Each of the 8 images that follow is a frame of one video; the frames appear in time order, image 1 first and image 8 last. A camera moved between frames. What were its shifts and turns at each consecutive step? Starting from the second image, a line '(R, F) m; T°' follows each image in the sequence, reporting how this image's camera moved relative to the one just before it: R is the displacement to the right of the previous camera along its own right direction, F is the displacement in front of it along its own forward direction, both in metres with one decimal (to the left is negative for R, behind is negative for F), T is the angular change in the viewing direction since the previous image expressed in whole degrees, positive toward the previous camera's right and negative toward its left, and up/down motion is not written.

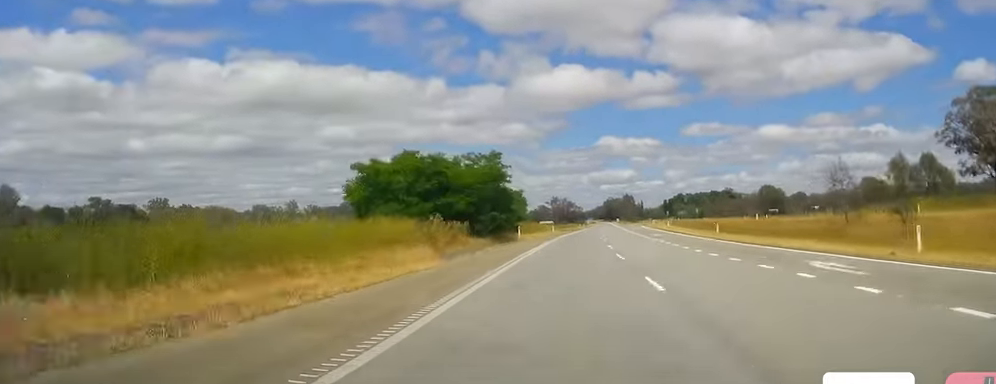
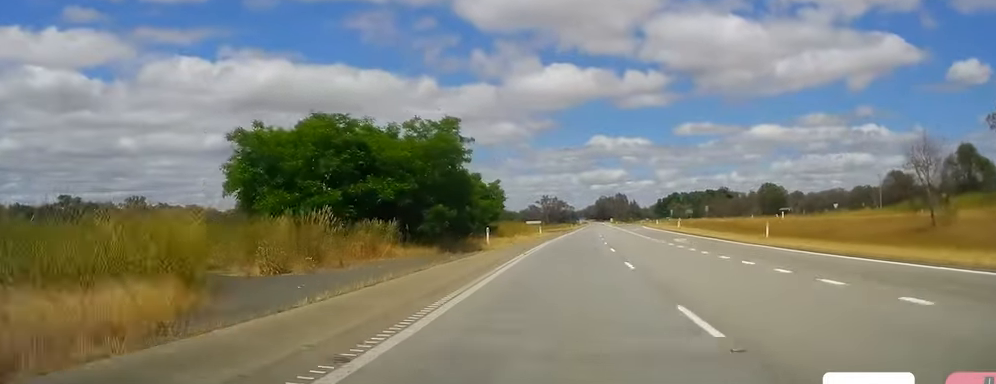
(0.0, +17.3) m; 0°
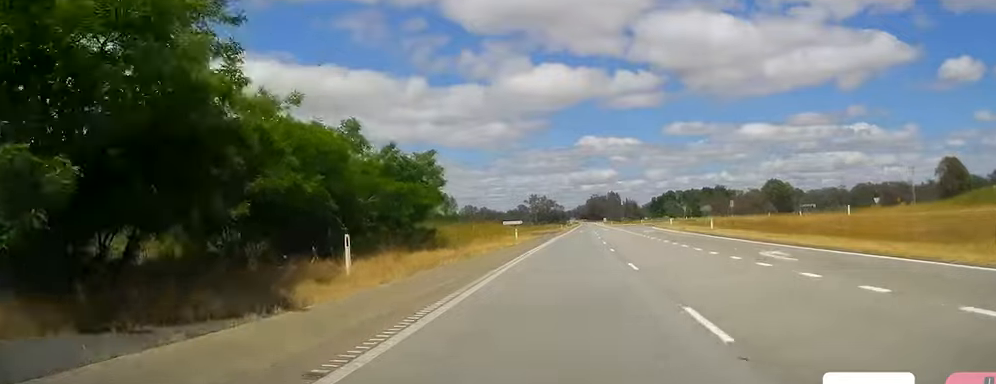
(-0.2, +25.0) m; +1°
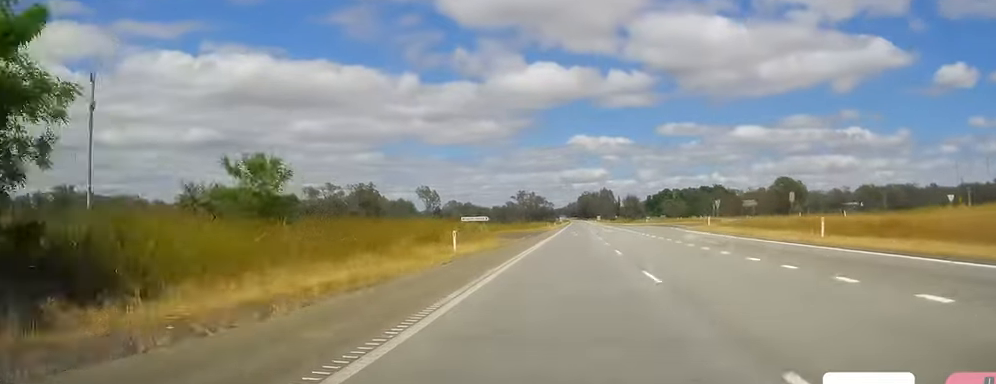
(+0.6, +28.8) m; +1°
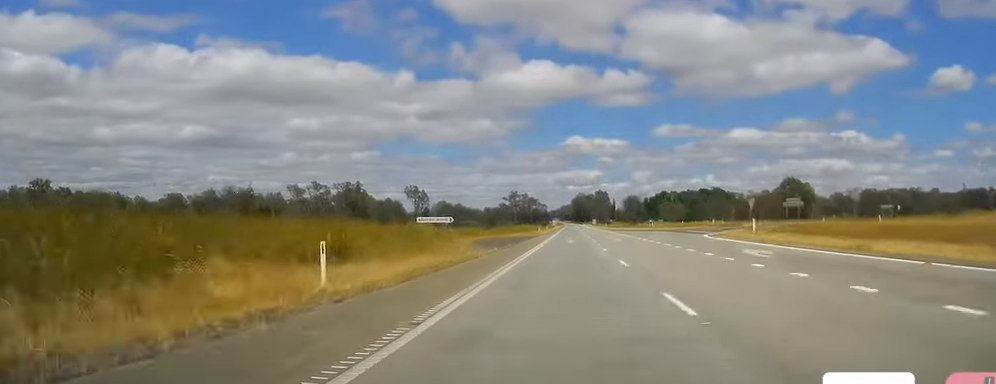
(0.0, +16.3) m; +1°
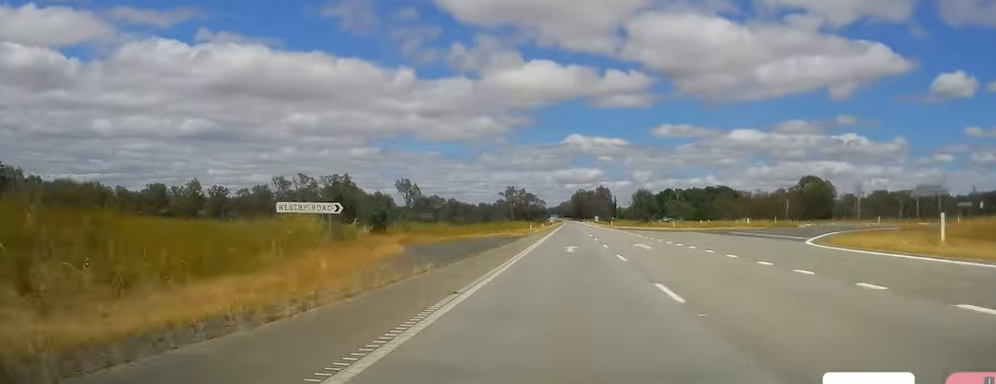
(+0.3, +23.1) m; 0°
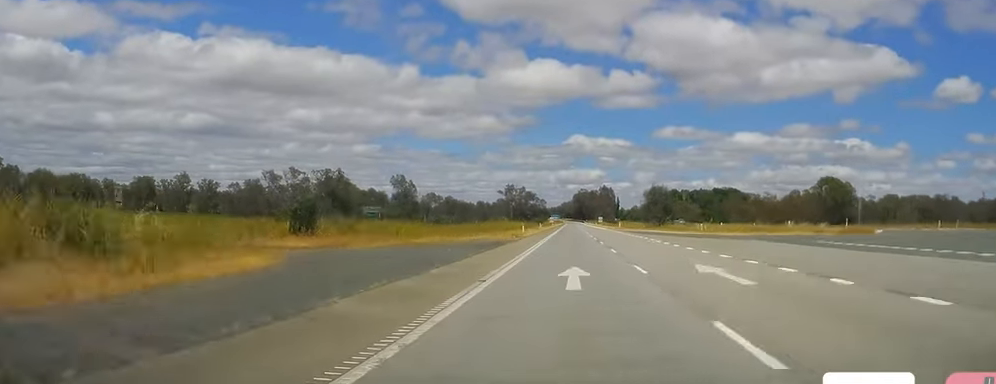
(+0.3, +17.3) m; 0°
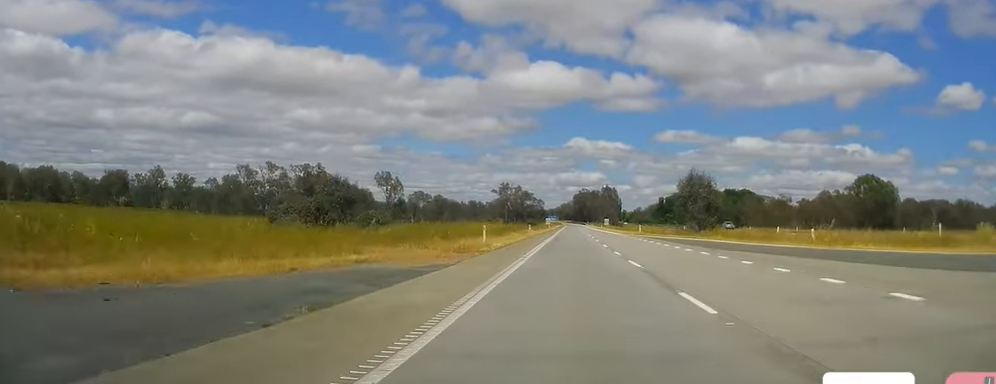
(-0.5, +32.6) m; 0°
